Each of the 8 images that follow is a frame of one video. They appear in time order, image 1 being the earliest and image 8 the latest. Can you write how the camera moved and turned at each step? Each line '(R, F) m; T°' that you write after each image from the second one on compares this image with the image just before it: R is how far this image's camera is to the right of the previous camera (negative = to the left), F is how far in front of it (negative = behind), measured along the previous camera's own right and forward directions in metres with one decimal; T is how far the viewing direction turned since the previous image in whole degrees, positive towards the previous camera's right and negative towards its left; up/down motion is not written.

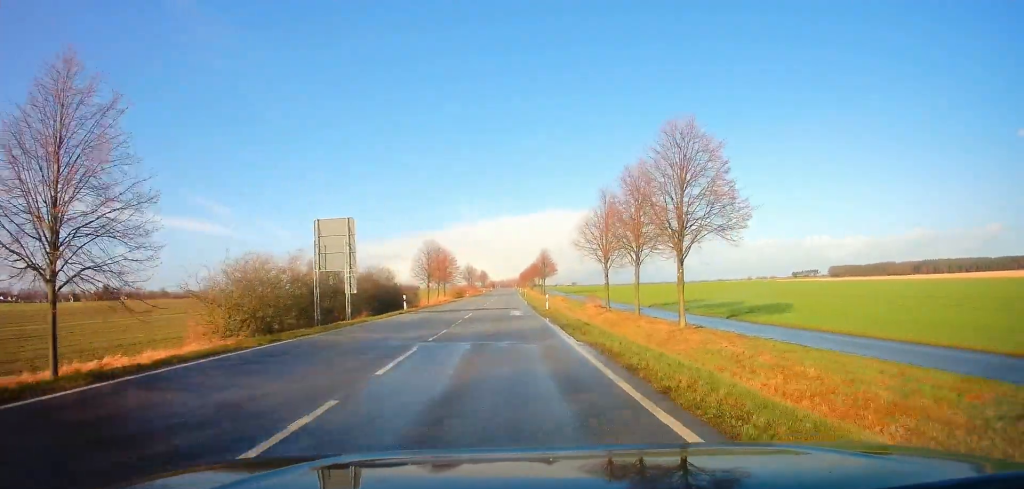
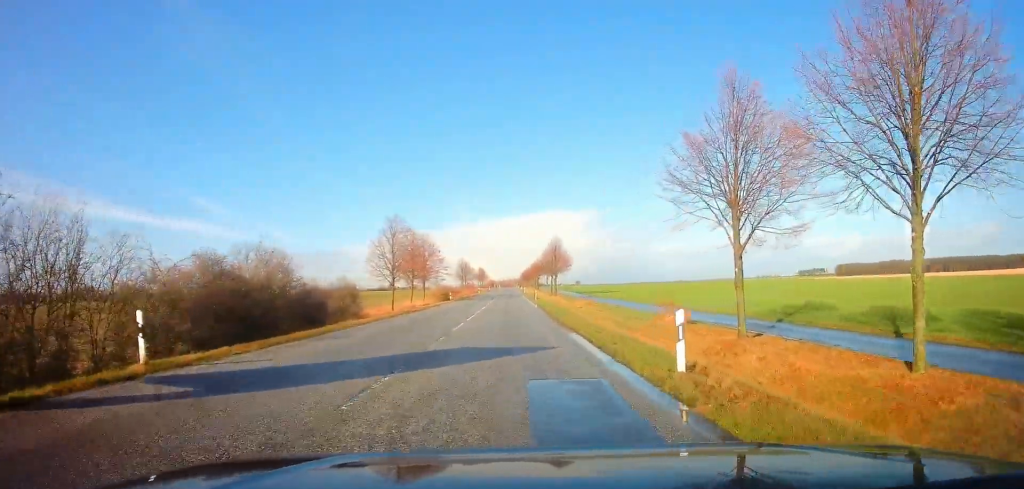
(+0.5, +26.8) m; +1°
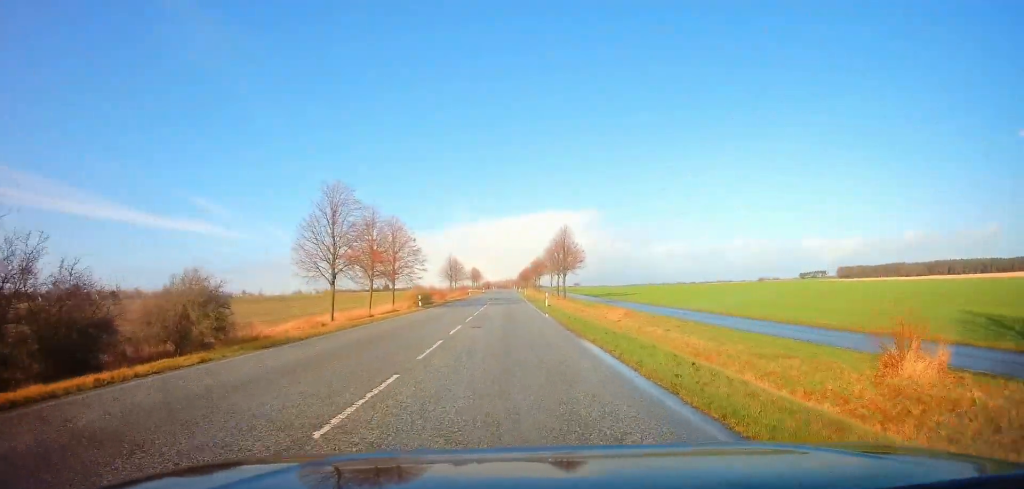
(0.0, +19.1) m; 0°
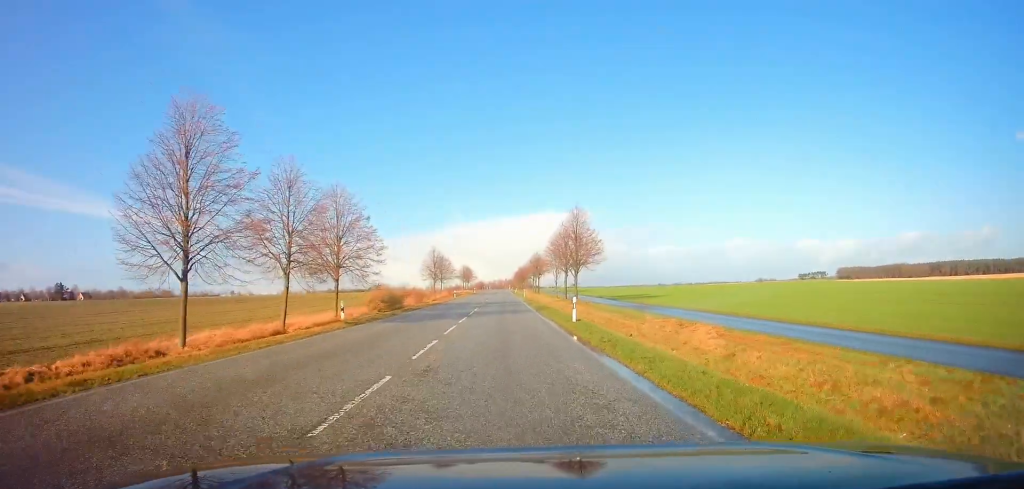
(-0.1, +18.1) m; 0°
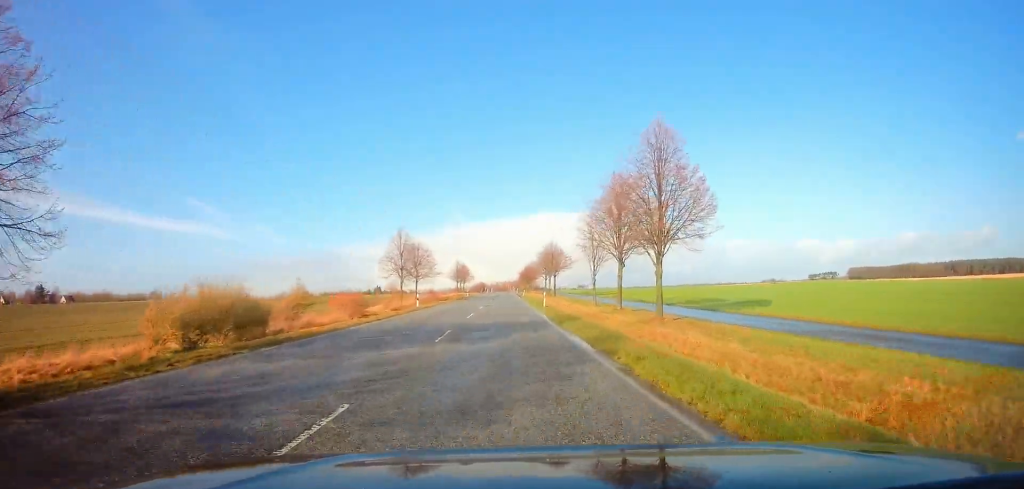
(+0.1, +32.2) m; 0°
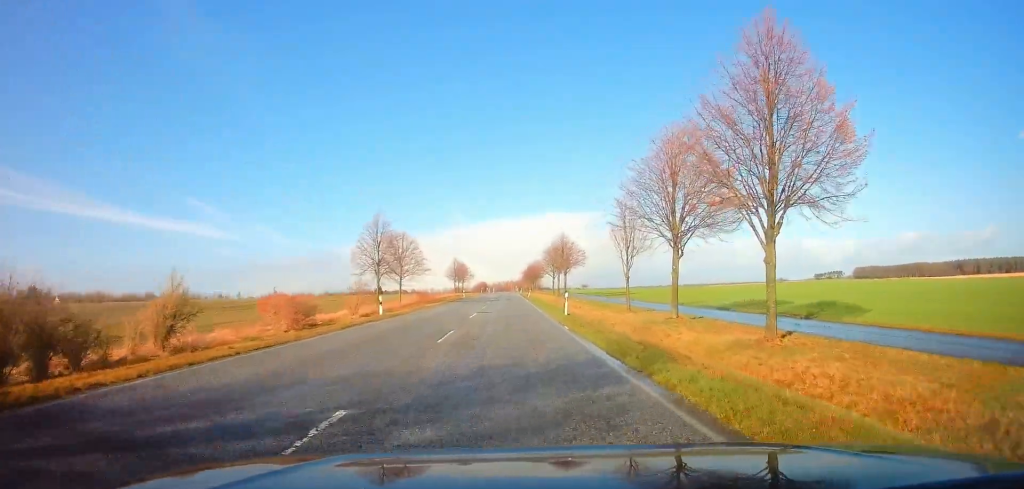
(-0.1, +12.3) m; 0°
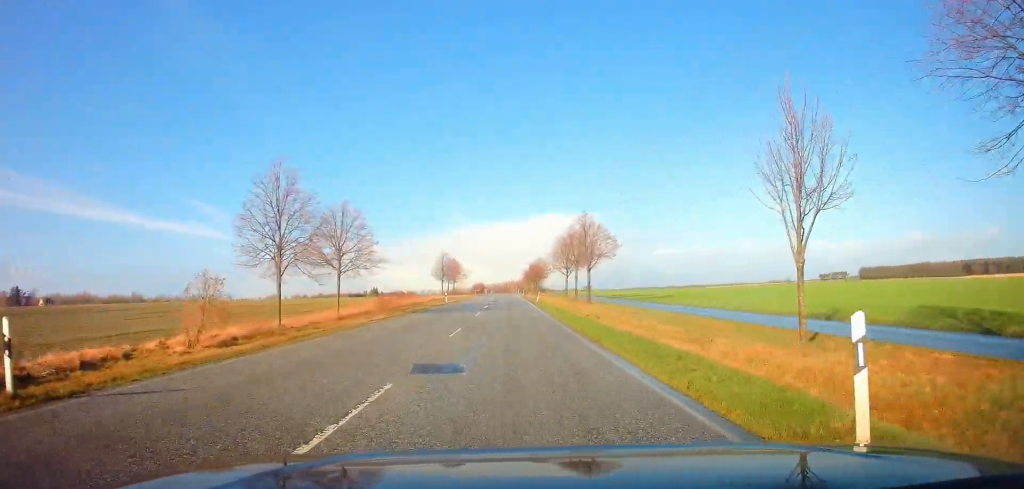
(-0.1, +21.8) m; 0°
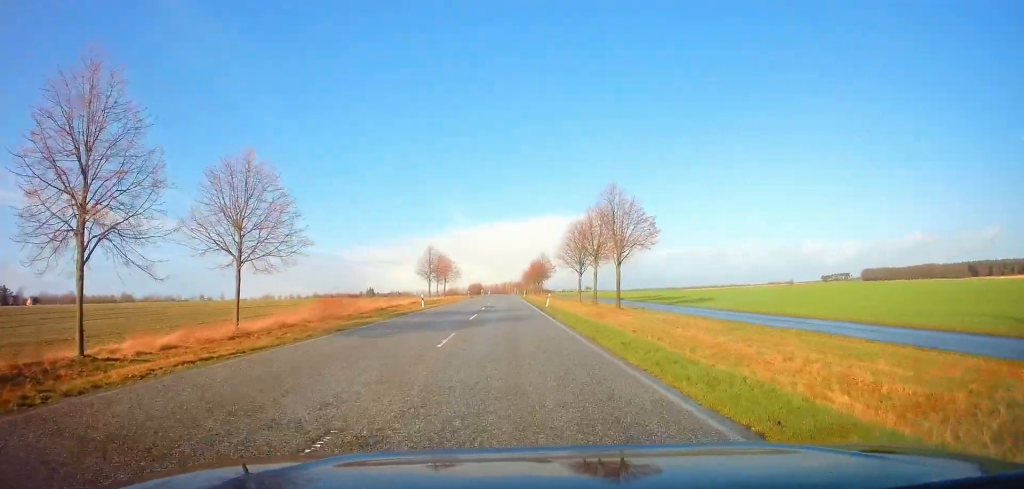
(0.0, +14.5) m; 0°
